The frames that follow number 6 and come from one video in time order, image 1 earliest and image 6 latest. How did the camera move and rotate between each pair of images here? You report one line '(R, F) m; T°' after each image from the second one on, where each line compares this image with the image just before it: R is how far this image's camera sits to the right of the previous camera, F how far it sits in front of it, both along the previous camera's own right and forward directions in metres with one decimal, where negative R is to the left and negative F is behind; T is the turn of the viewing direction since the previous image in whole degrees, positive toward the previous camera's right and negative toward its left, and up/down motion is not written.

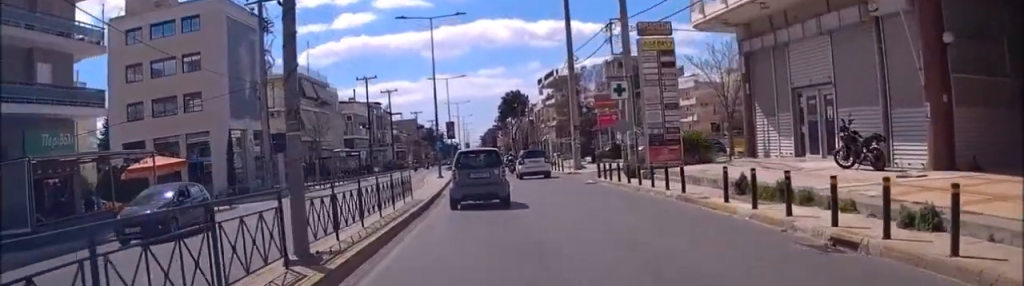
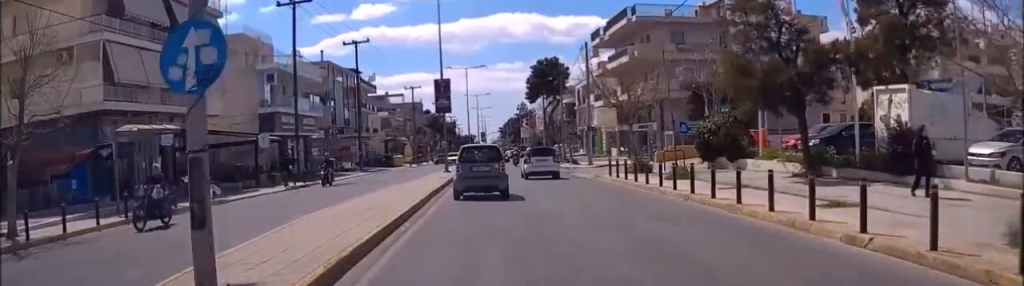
(+1.6, +39.5) m; +3°
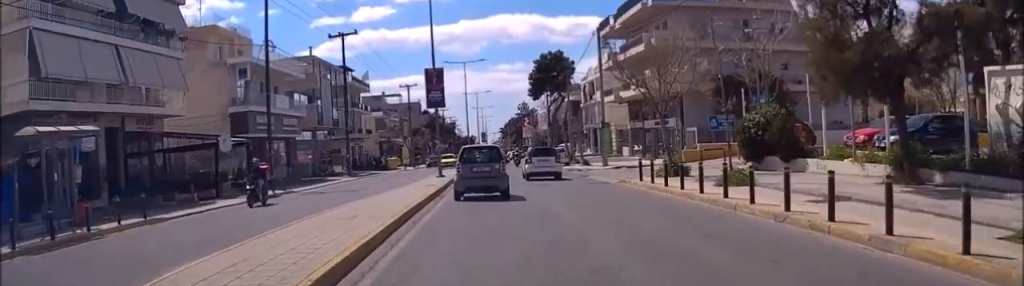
(0.0, +5.8) m; -1°
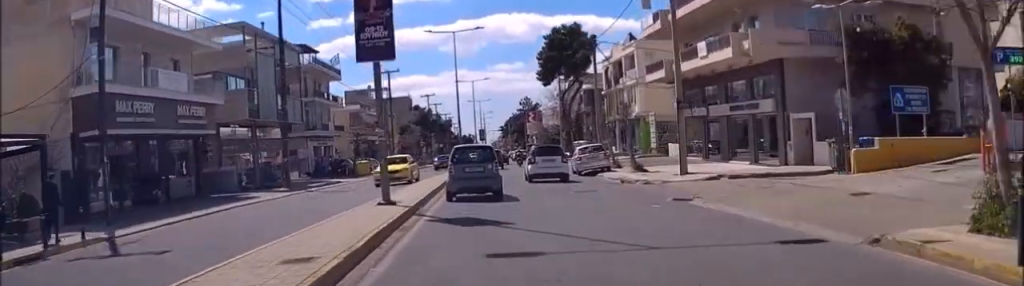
(-0.4, +17.8) m; -1°
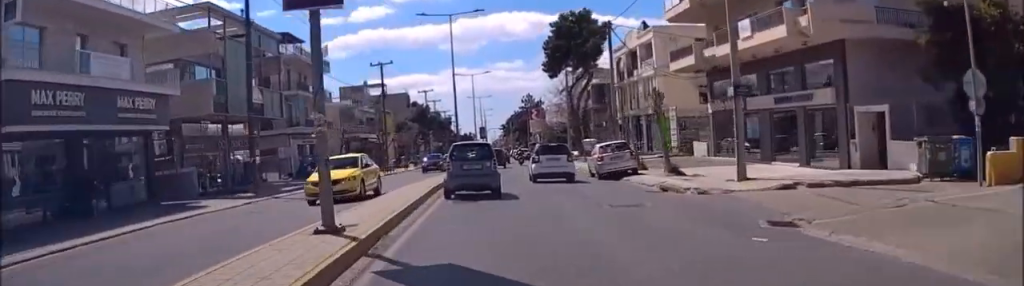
(0.0, +6.2) m; 0°
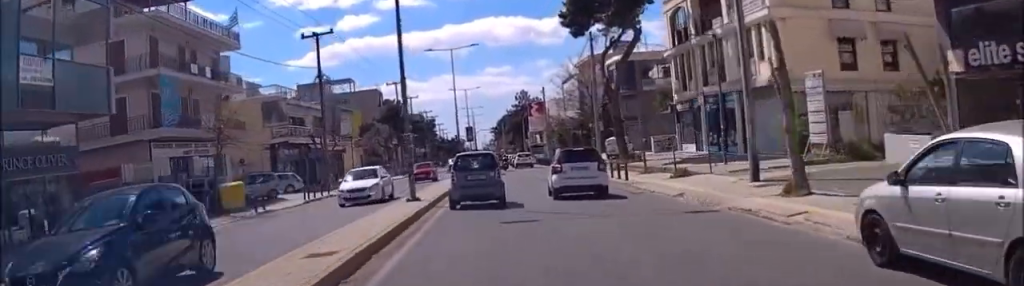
(-0.2, +22.5) m; 0°
